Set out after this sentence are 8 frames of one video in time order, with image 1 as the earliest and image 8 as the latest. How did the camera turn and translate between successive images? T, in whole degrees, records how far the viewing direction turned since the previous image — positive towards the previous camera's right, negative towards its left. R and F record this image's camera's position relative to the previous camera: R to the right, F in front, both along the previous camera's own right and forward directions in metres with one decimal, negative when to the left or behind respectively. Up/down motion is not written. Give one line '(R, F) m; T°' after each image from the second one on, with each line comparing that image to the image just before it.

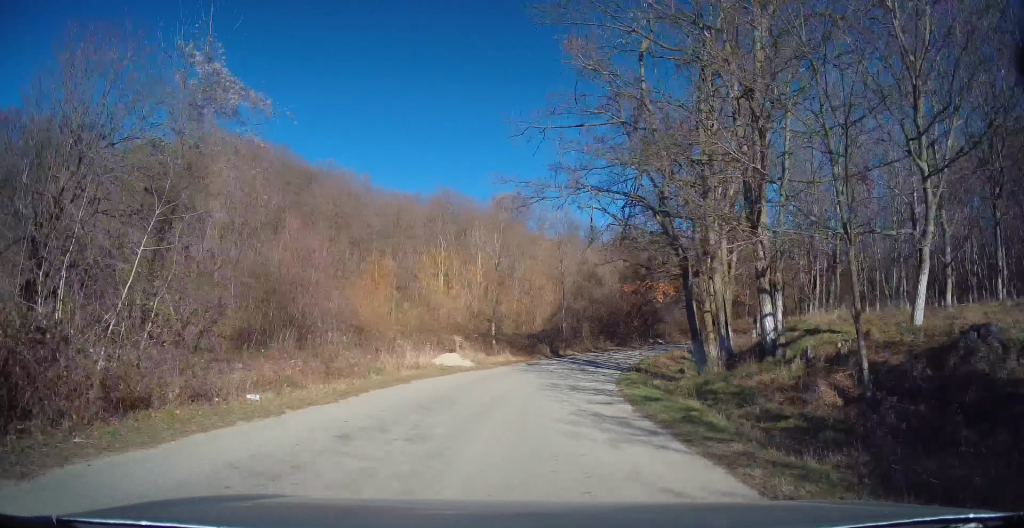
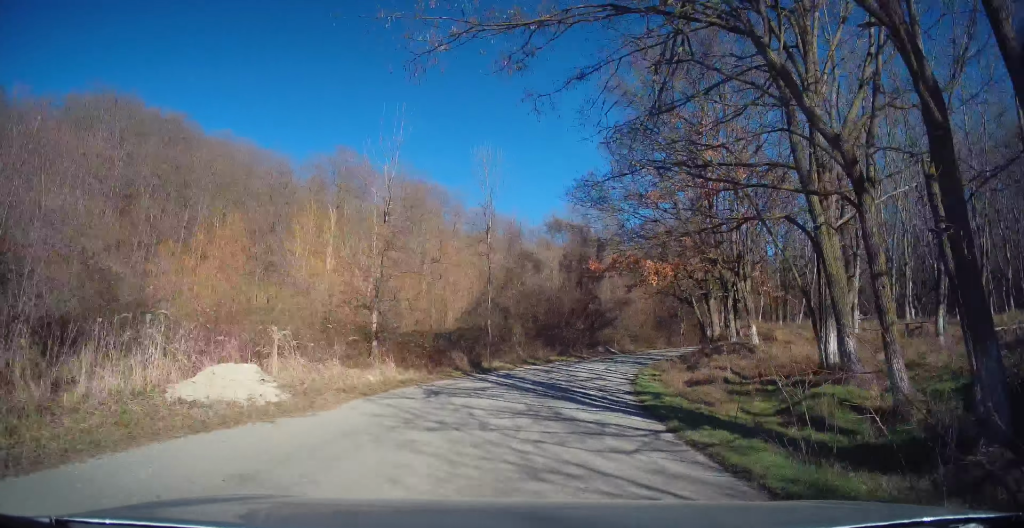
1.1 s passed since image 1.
(+0.9, +14.1) m; +9°
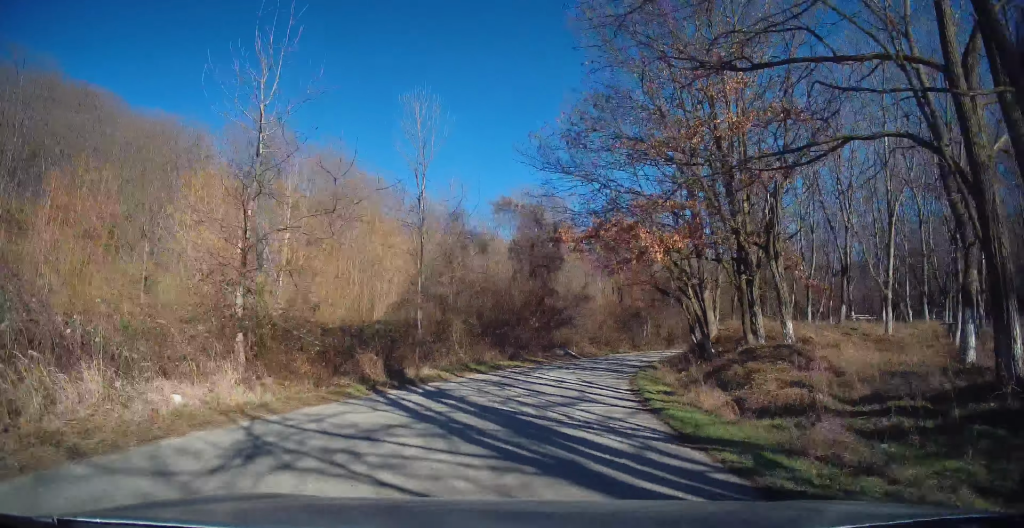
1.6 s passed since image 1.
(+0.2, +7.4) m; +6°
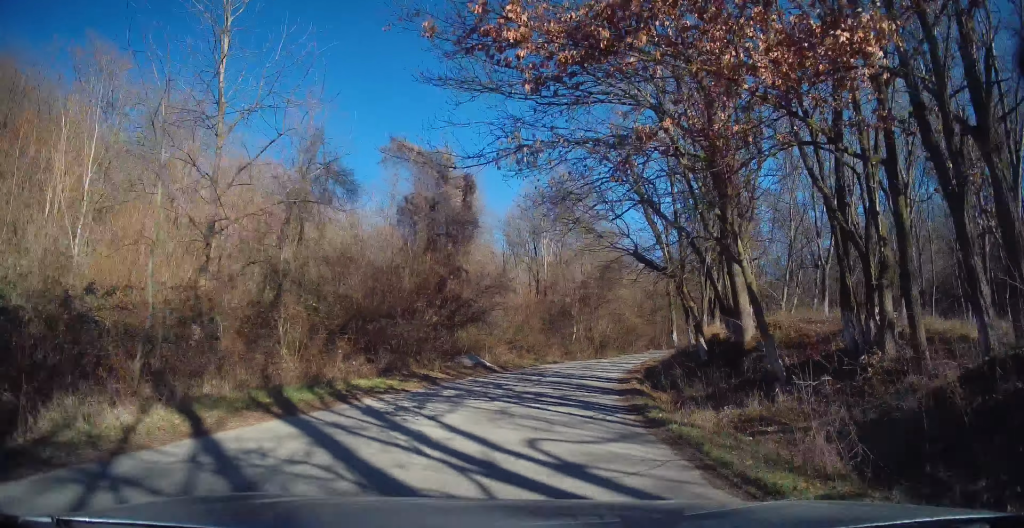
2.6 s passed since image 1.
(+1.0, +11.8) m; +9°
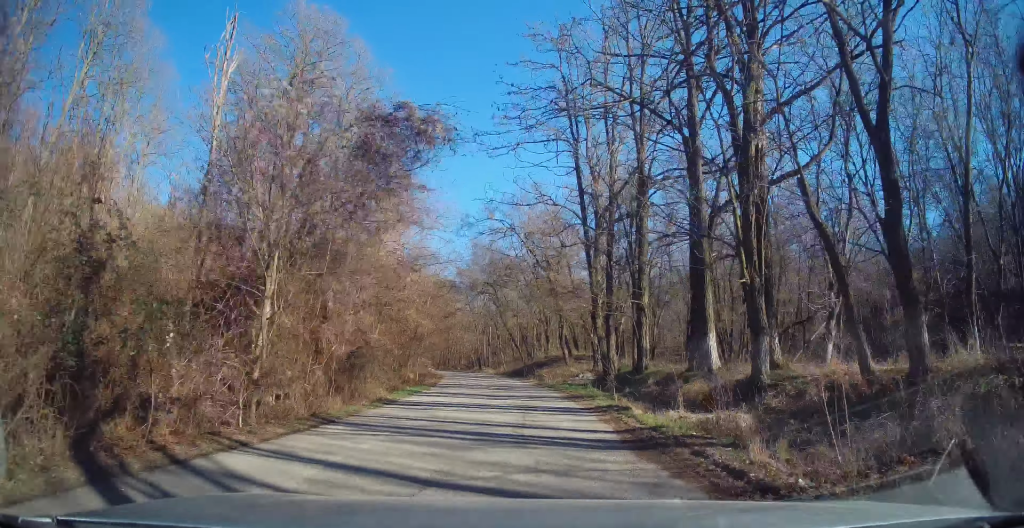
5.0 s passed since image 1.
(+6.0, +29.5) m; +21°
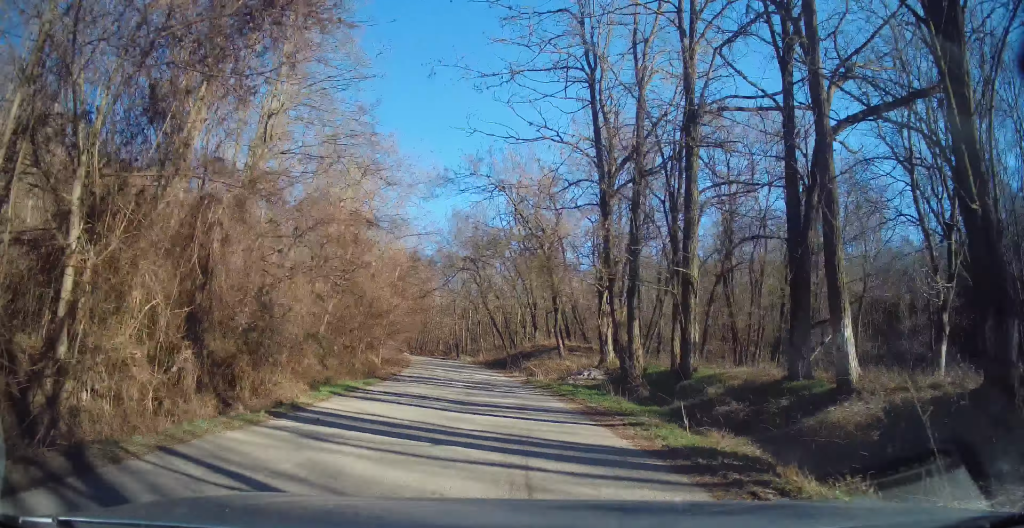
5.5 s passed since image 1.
(+0.3, +6.8) m; +3°
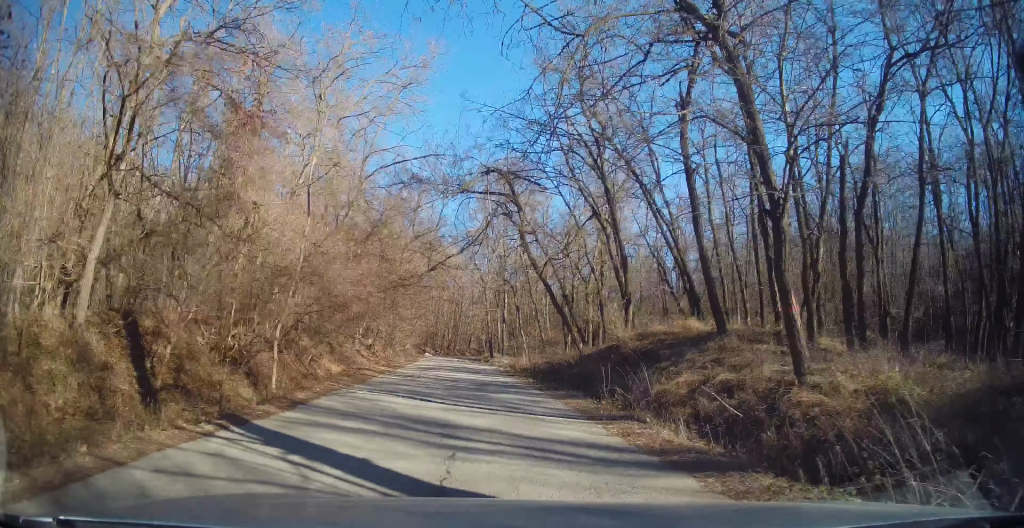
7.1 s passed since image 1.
(+0.3, +20.9) m; 0°
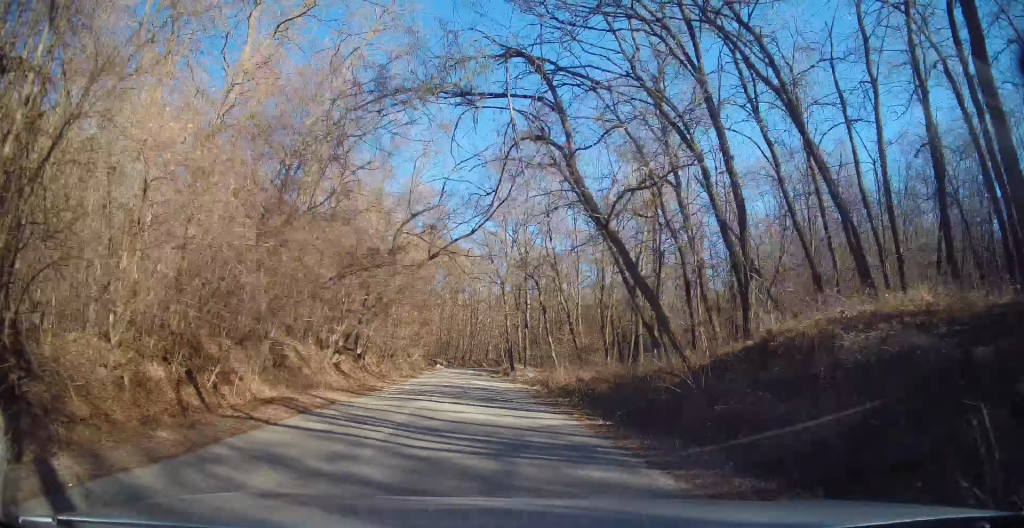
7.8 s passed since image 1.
(-0.1, +9.8) m; -2°
